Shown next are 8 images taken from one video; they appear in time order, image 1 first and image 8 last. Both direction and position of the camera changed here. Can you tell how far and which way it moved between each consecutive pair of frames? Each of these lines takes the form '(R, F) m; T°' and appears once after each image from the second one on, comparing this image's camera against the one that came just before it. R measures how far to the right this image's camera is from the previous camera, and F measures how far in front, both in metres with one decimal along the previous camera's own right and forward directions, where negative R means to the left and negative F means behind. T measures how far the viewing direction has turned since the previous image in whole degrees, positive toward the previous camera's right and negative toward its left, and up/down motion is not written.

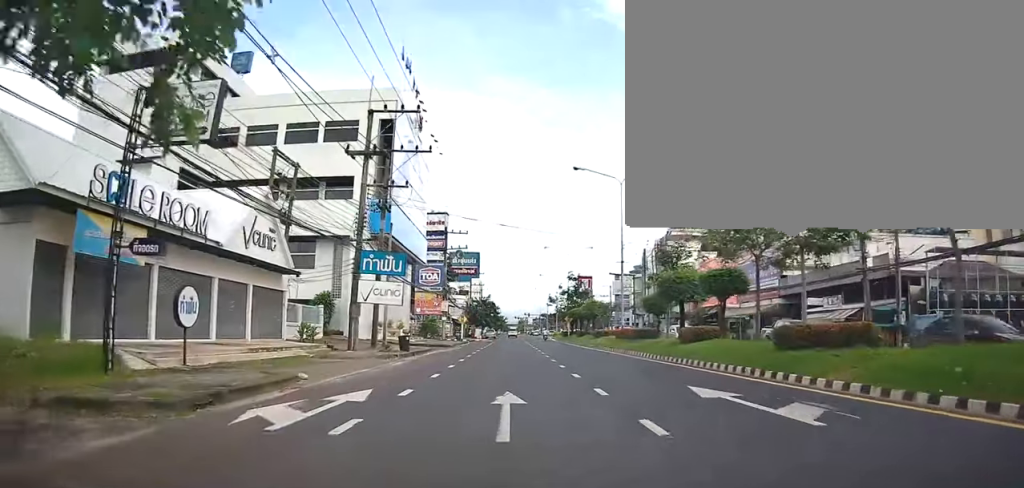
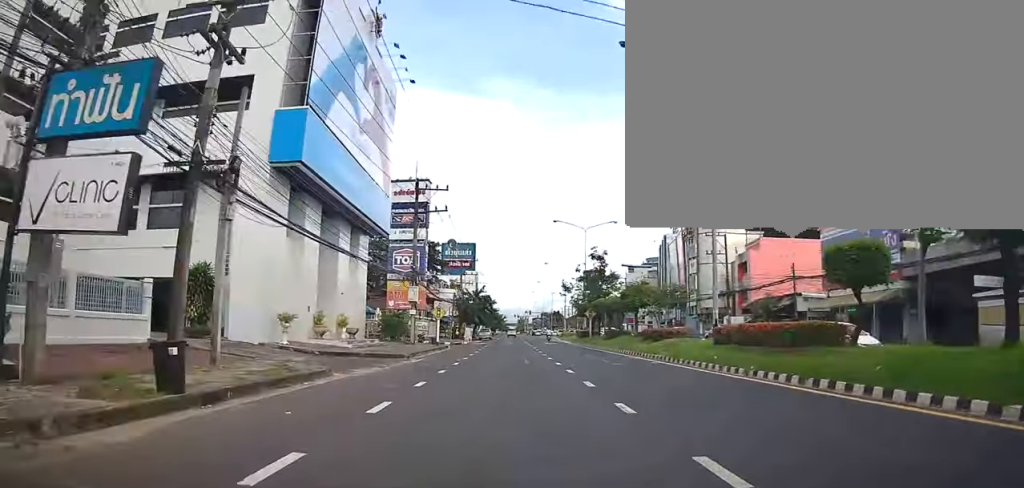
(+0.5, +18.4) m; +3°
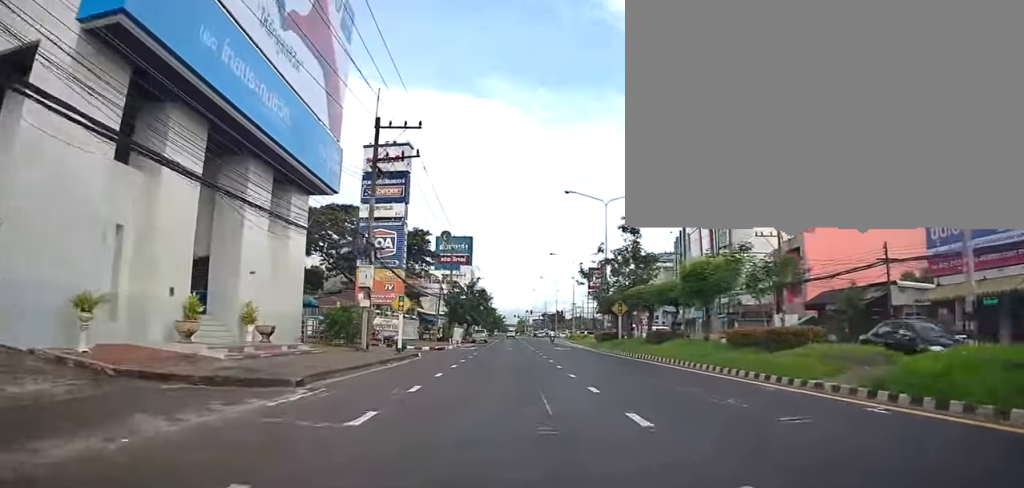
(+0.3, +13.1) m; -1°
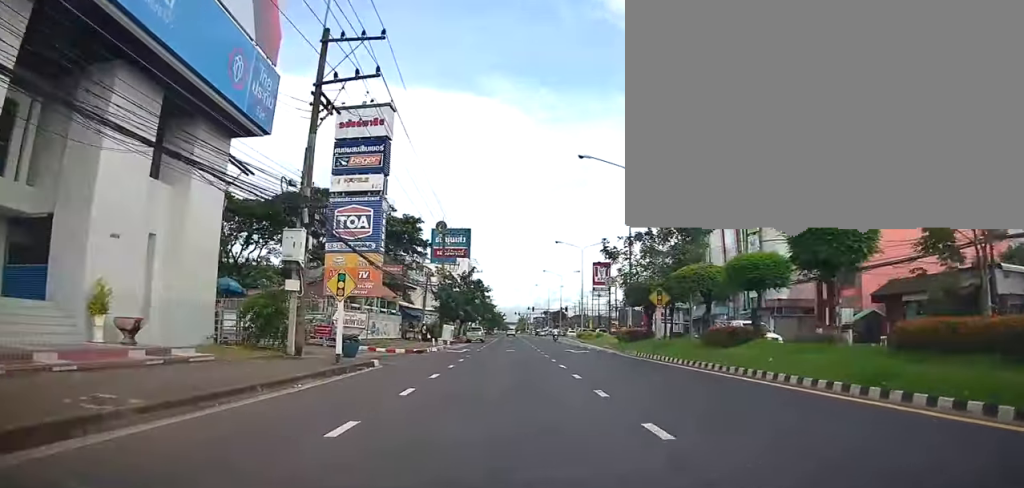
(-0.4, +9.2) m; -2°
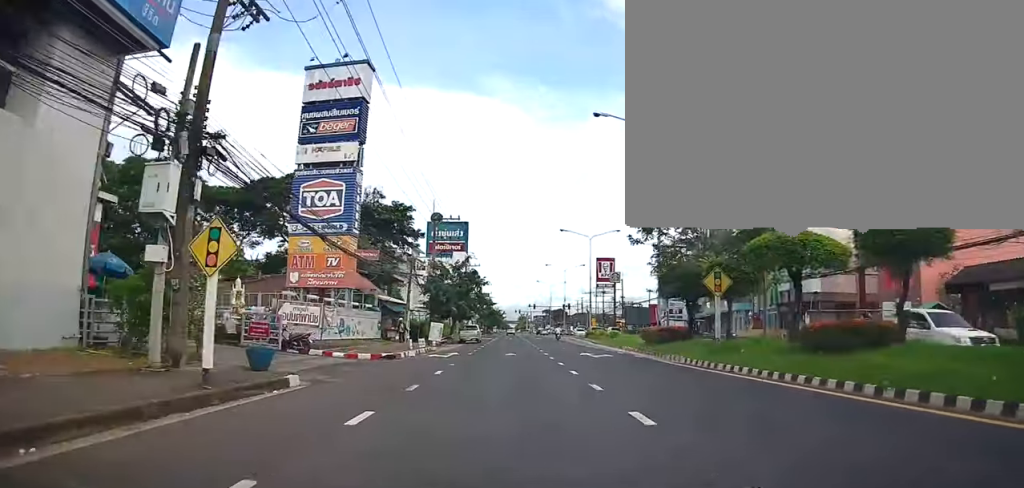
(-0.1, +7.4) m; -1°
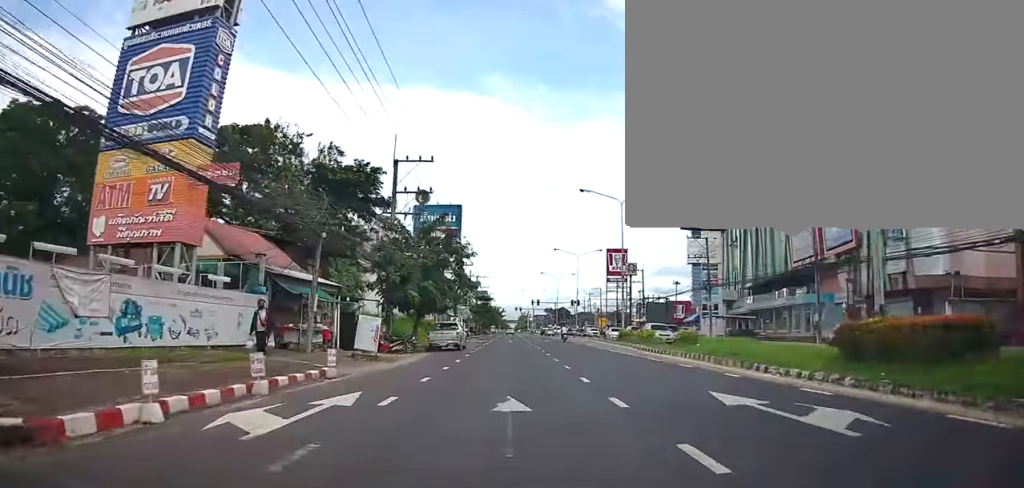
(0.0, +18.8) m; +1°
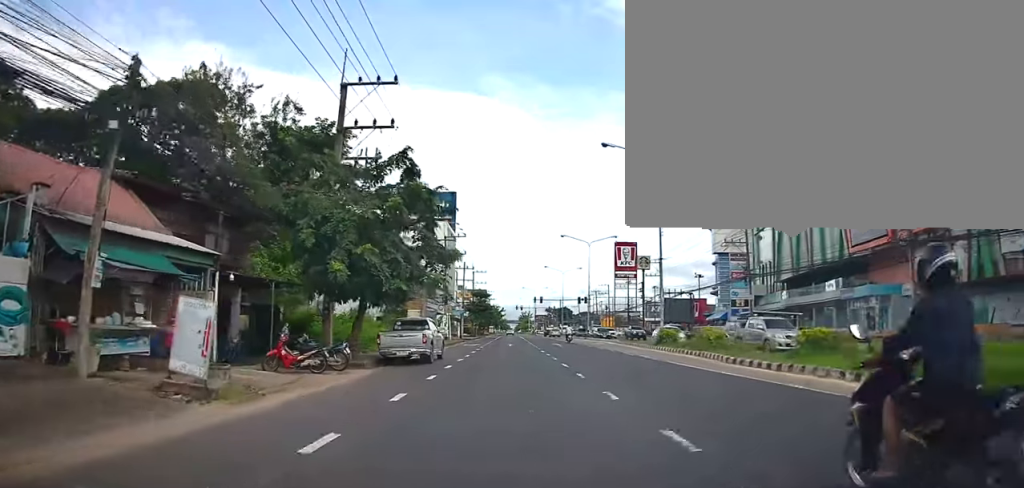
(+0.1, +12.0) m; +1°
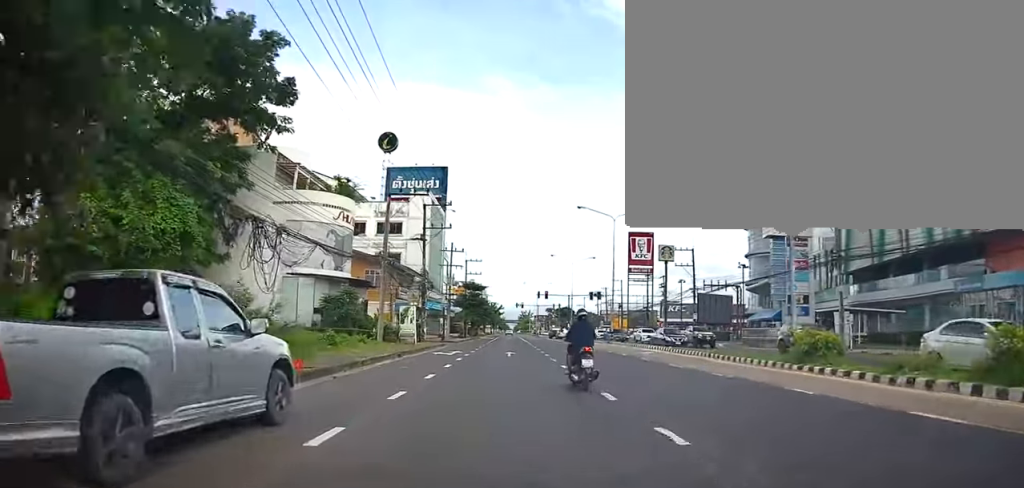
(+0.3, +16.7) m; -1°
